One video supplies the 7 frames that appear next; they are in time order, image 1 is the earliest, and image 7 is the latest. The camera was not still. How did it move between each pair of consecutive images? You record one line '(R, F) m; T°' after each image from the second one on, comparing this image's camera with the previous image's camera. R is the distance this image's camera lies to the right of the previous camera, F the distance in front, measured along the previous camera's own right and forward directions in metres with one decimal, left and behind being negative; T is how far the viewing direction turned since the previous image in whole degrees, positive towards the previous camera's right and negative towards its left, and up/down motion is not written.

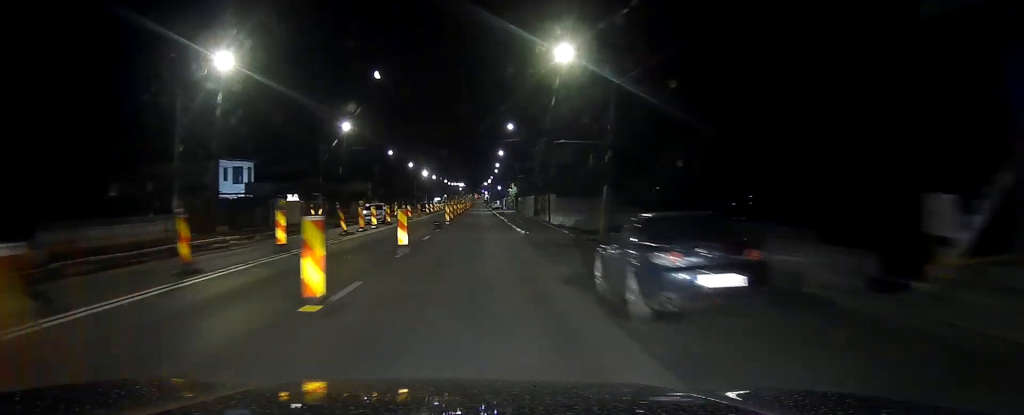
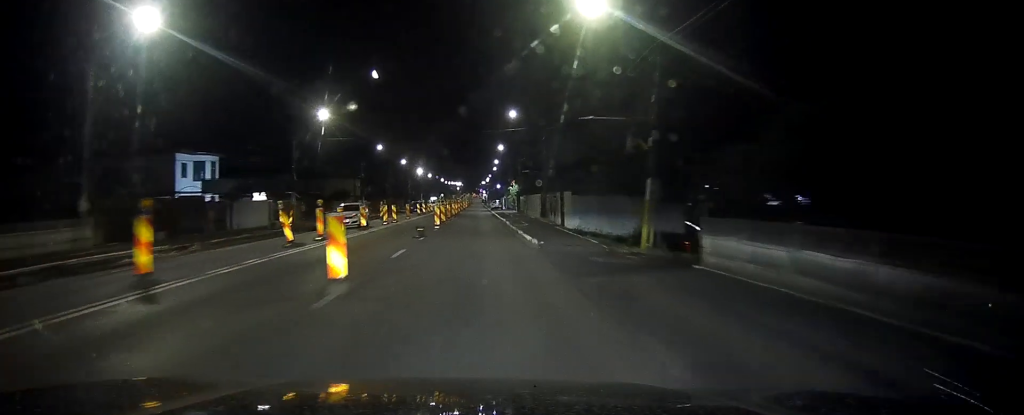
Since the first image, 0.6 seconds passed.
(0.0, +9.2) m; 0°
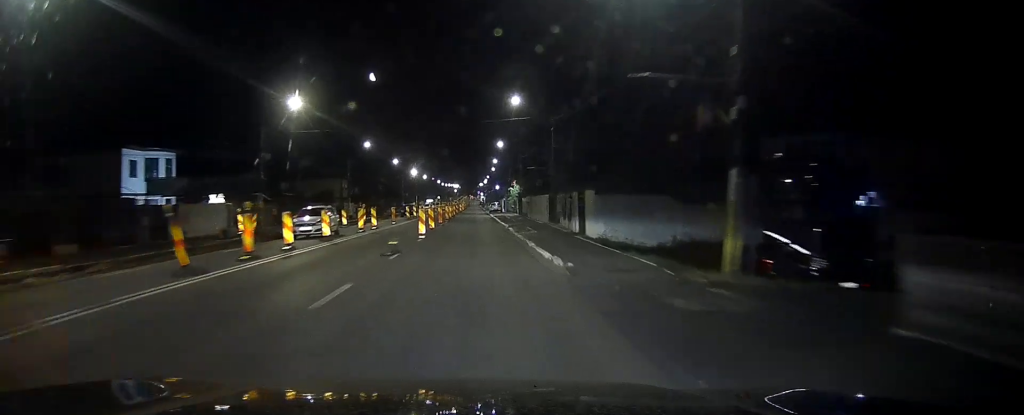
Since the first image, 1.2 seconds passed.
(0.0, +8.6) m; 0°
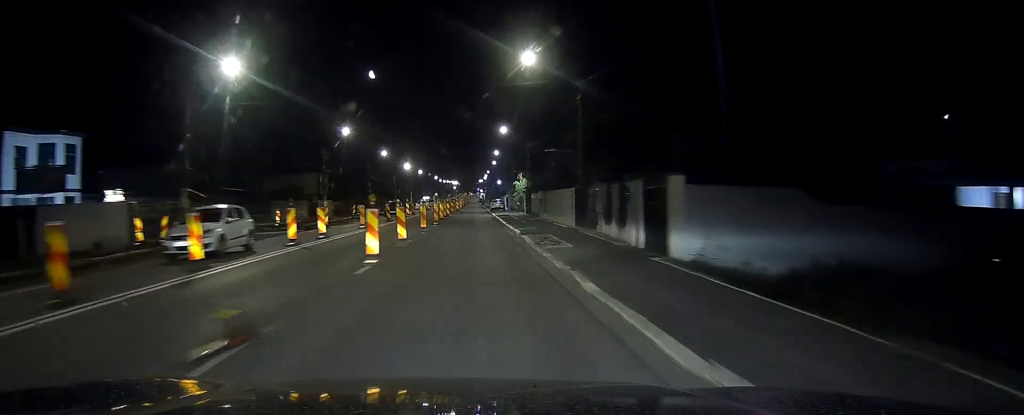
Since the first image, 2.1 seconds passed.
(+0.1, +13.6) m; +1°
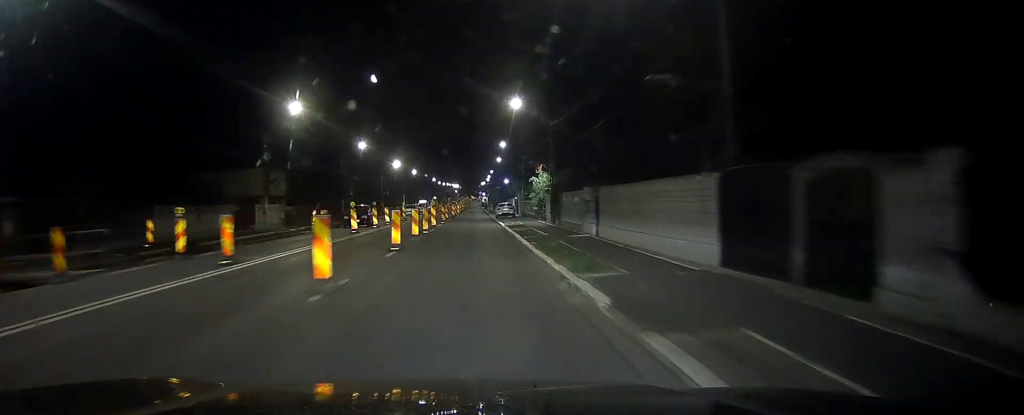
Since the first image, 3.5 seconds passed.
(+0.1, +21.2) m; 0°
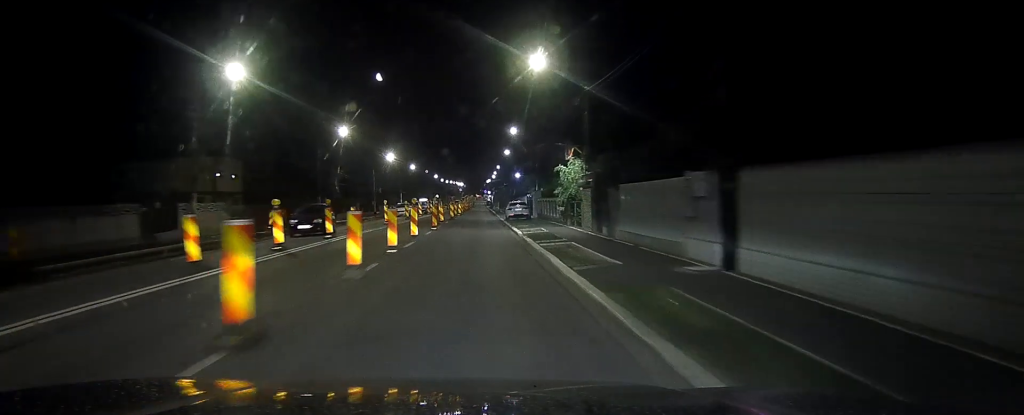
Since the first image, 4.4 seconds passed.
(-0.2, +14.8) m; -1°
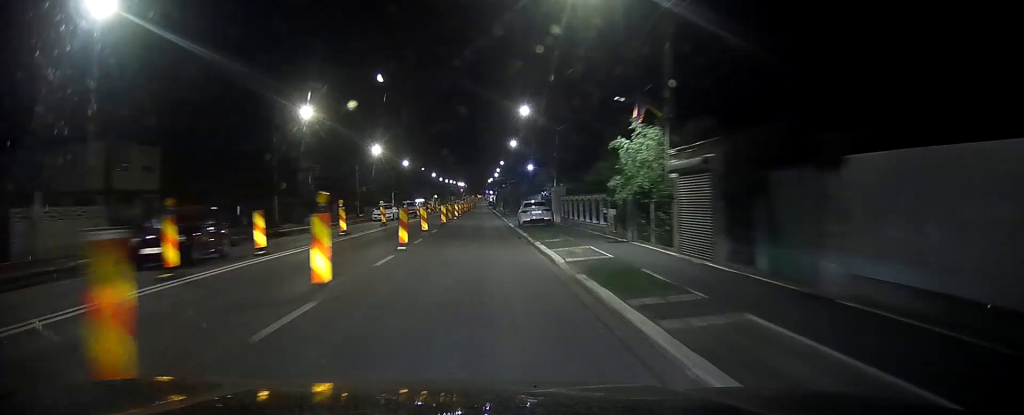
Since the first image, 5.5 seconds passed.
(0.0, +15.7) m; 0°
